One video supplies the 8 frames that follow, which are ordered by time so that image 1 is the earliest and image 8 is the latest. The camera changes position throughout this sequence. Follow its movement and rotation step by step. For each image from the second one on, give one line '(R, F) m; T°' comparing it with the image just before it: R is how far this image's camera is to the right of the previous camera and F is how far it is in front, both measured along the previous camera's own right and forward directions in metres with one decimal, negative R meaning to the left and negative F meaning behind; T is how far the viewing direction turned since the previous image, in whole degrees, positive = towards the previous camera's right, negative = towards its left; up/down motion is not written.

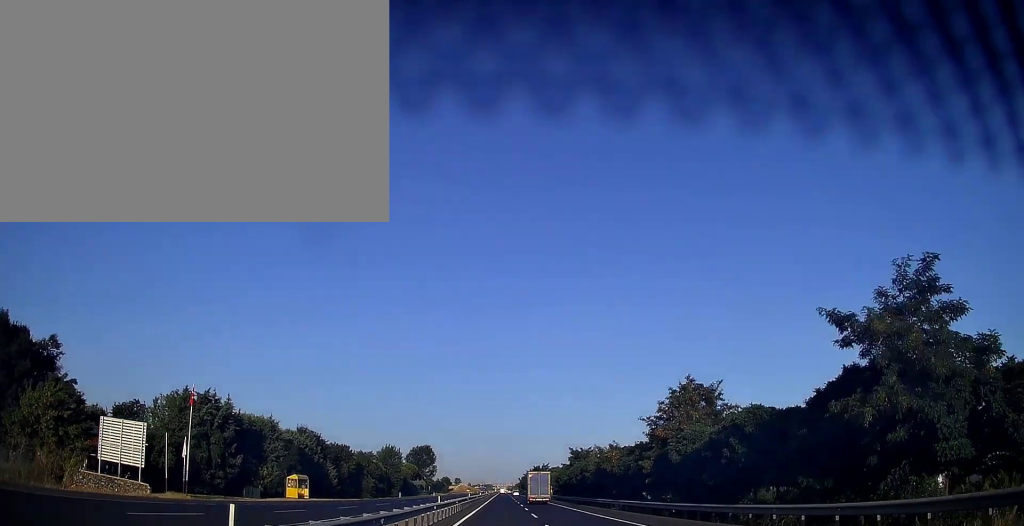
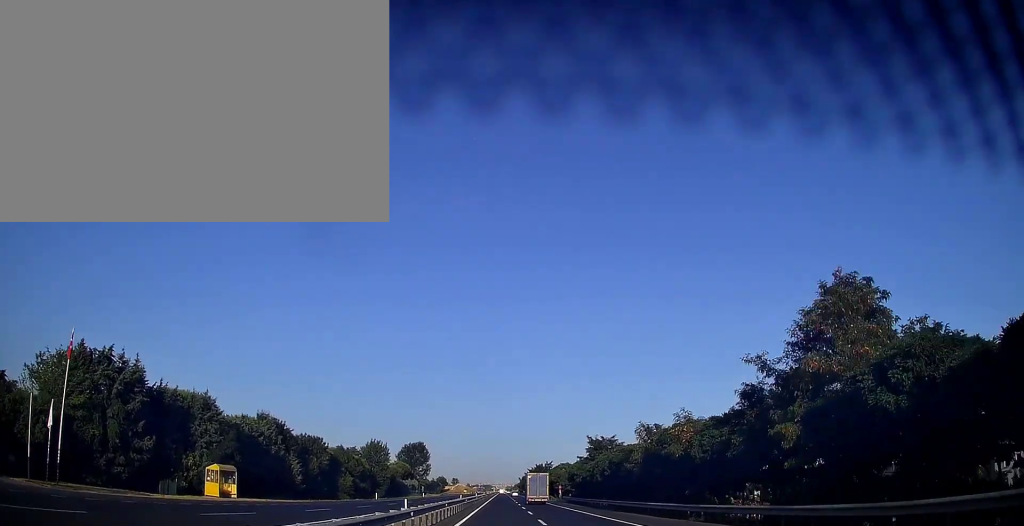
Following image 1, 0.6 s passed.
(0.0, +18.6) m; 0°
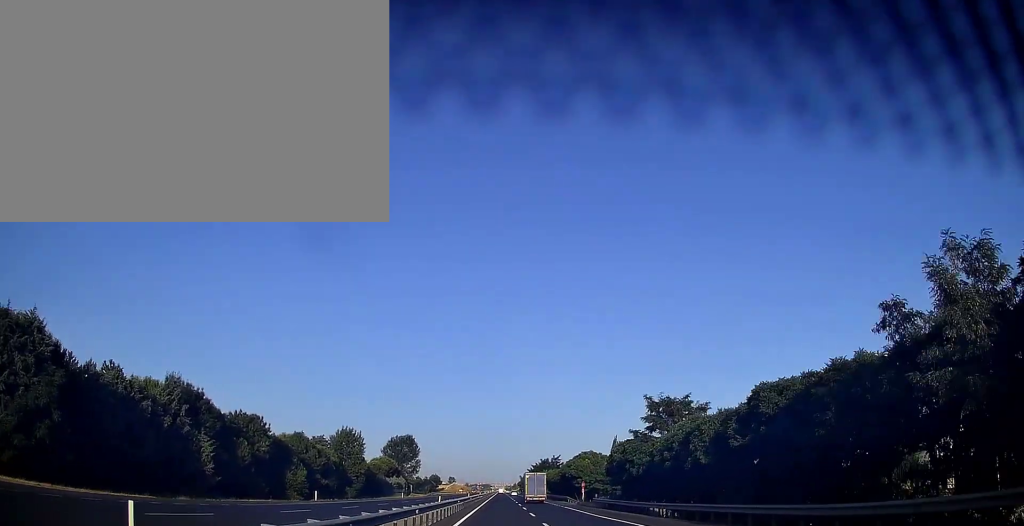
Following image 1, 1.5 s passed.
(+0.4, +26.4) m; 0°
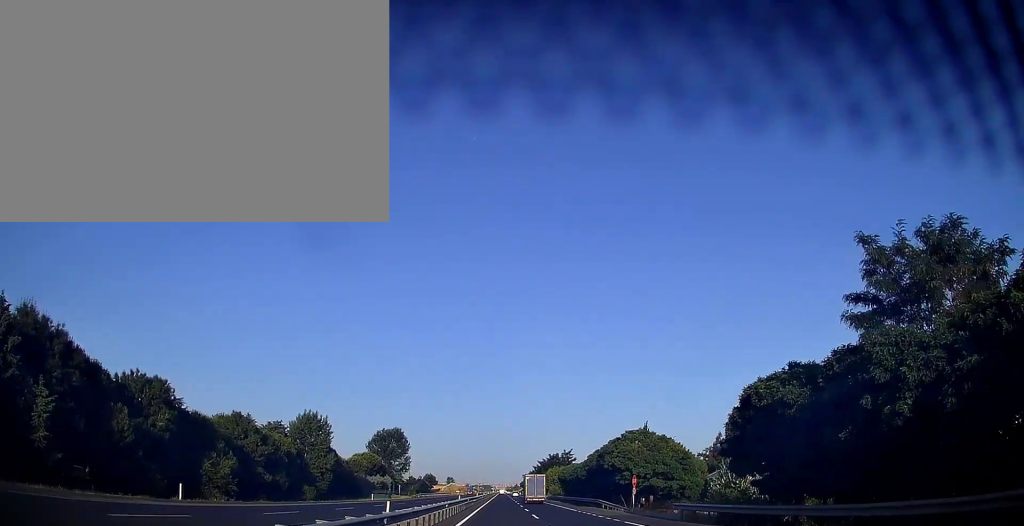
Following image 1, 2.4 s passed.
(-0.4, +26.4) m; -1°
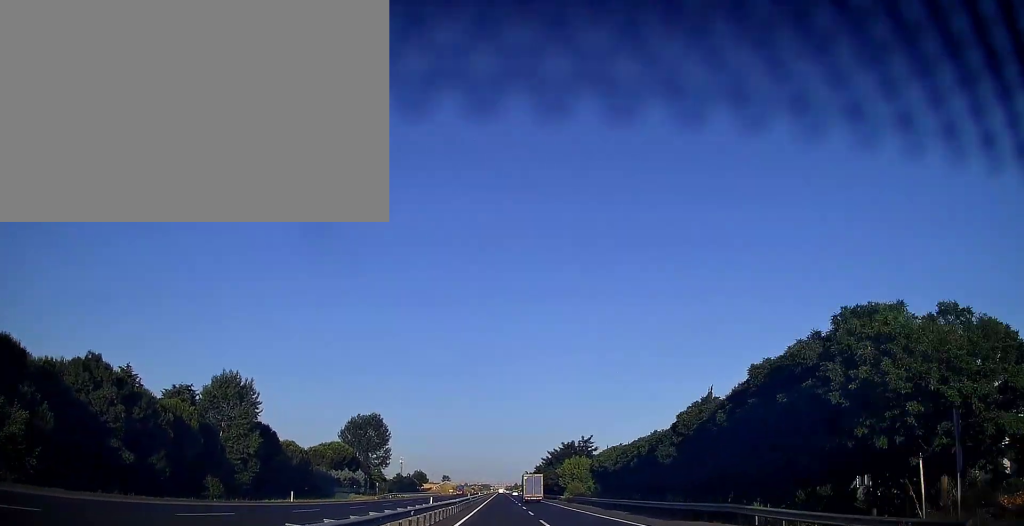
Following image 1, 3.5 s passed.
(+0.1, +31.4) m; +1°
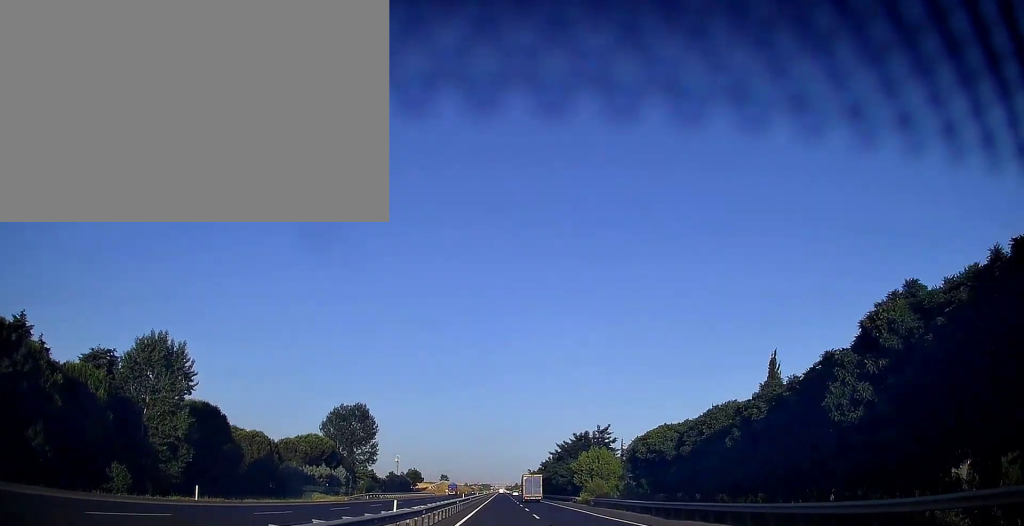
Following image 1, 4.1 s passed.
(+0.2, +16.8) m; 0°
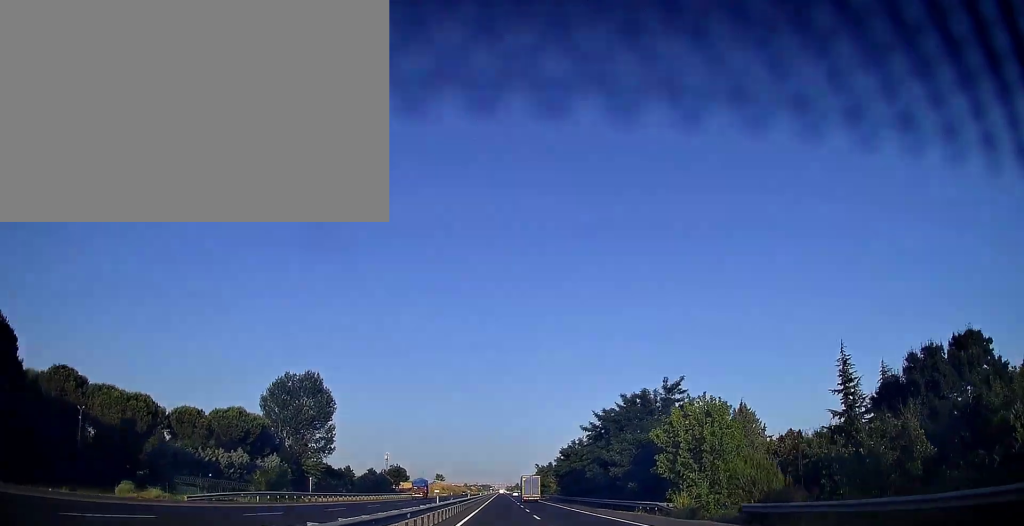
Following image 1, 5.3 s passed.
(-0.2, +36.4) m; -1°
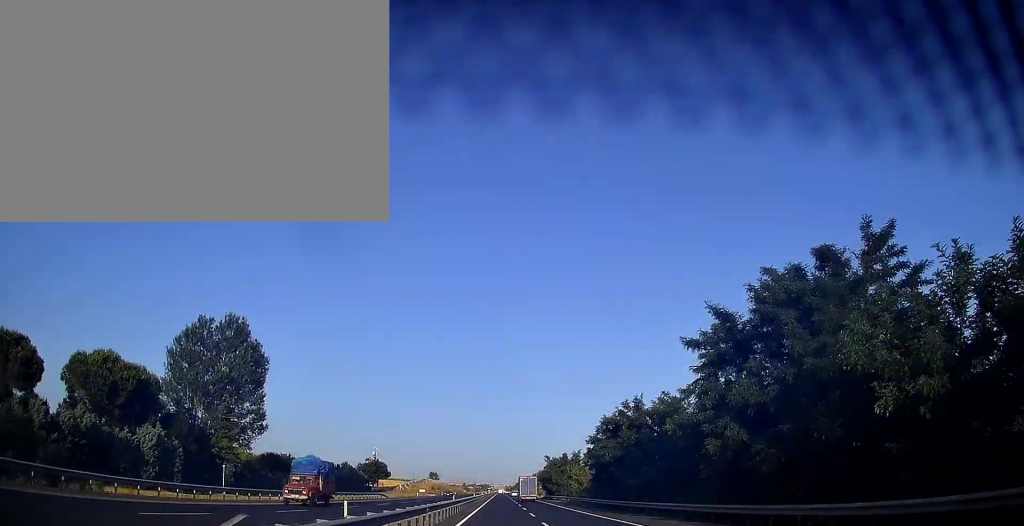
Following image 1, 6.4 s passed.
(-0.2, +31.5) m; 0°
